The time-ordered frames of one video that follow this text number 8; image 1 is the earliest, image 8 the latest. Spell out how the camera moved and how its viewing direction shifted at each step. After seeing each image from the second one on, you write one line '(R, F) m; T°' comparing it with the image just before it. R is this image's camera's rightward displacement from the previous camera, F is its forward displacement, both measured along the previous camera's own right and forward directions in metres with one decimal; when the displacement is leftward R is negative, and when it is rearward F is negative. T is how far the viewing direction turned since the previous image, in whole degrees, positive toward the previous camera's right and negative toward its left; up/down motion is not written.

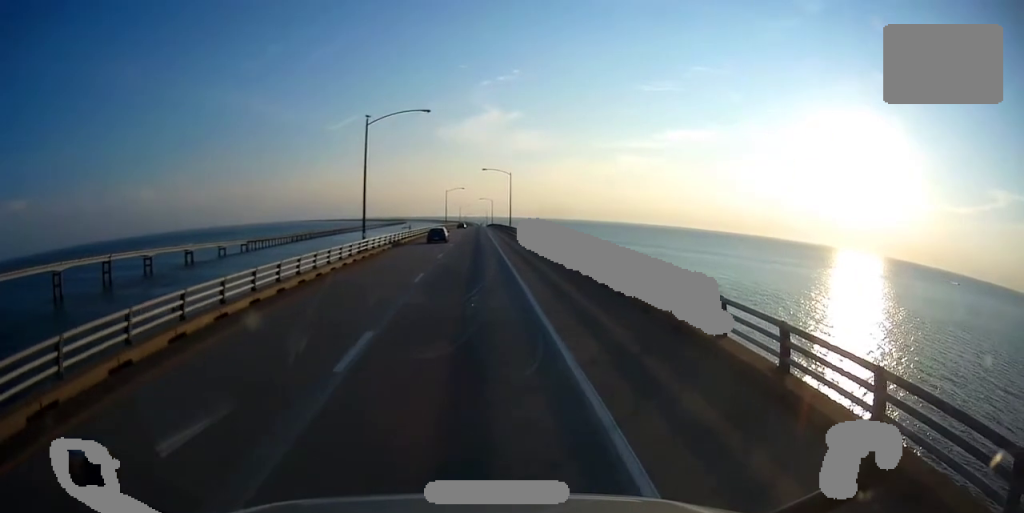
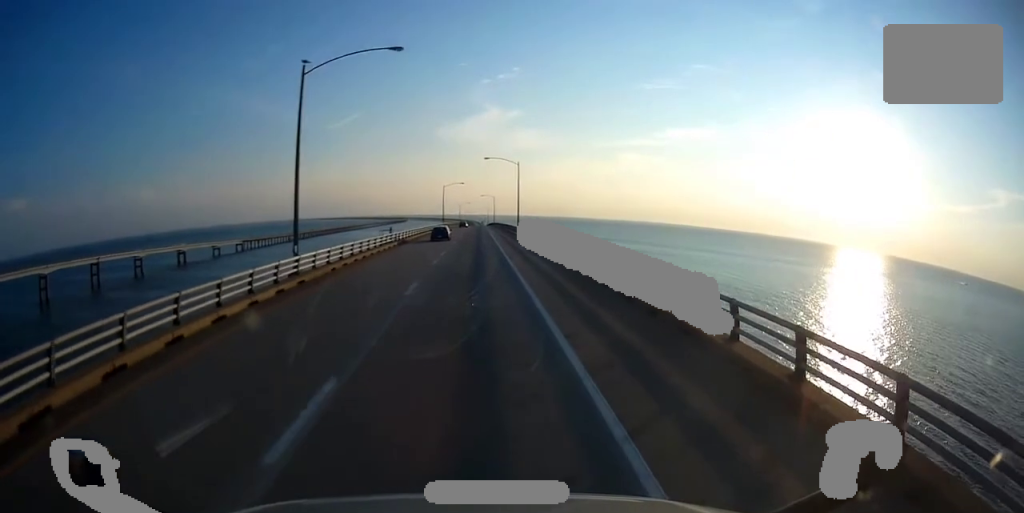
(0.0, +15.9) m; 0°
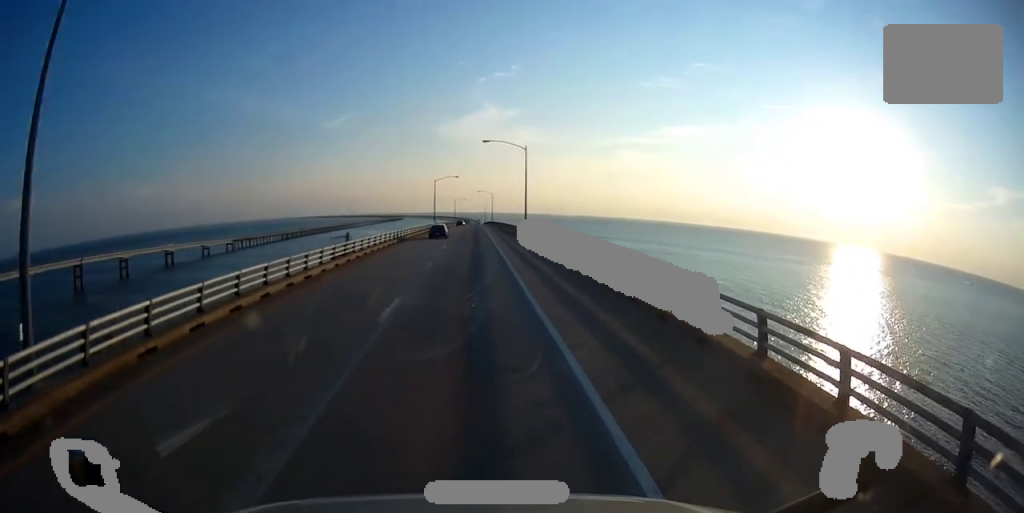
(0.0, +16.9) m; 0°
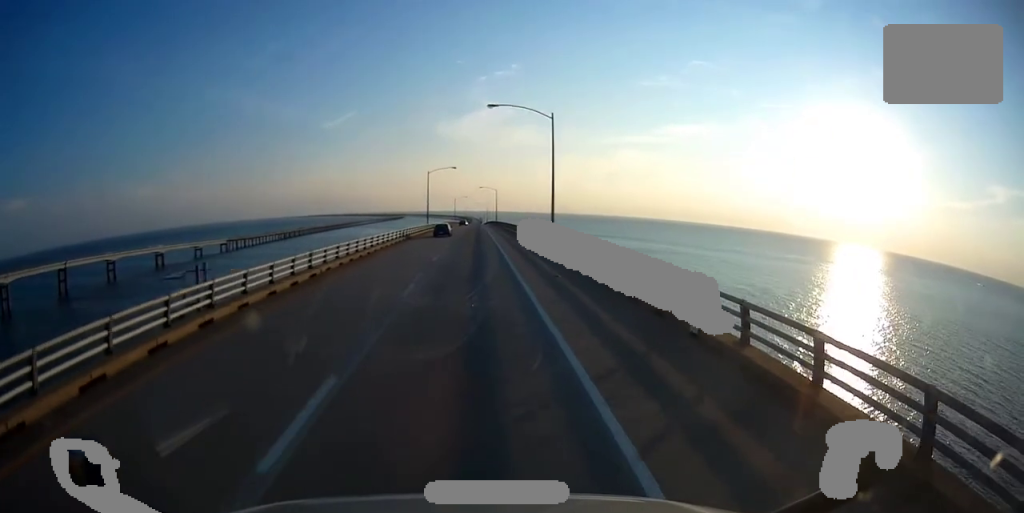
(-0.1, +19.9) m; -1°
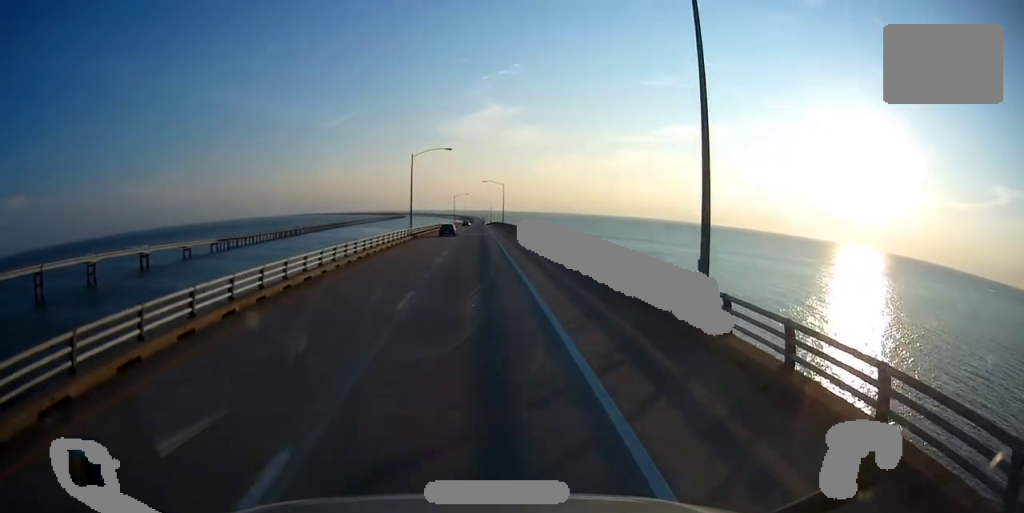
(-0.4, +27.4) m; 0°
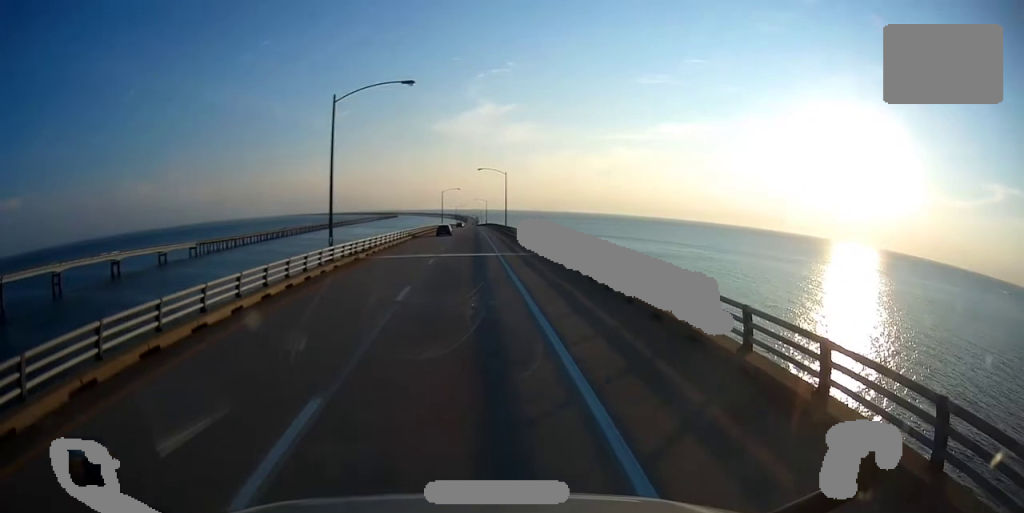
(+0.6, +34.9) m; +1°
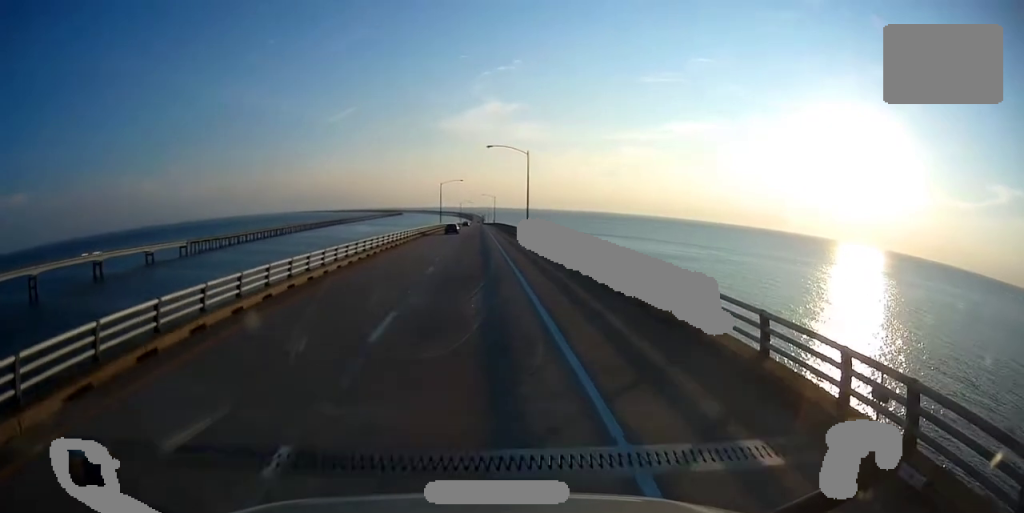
(0.0, +29.6) m; 0°
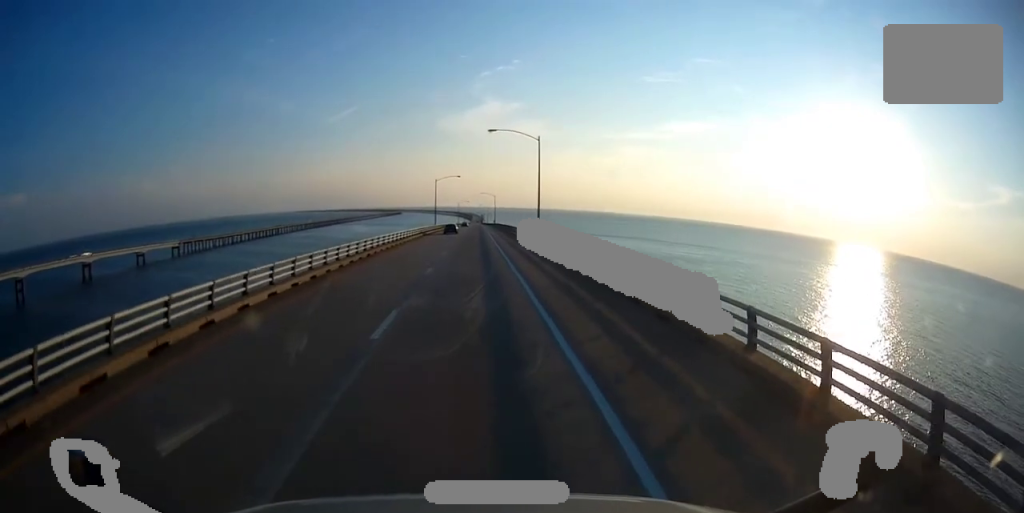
(0.0, +12.7) m; 0°
